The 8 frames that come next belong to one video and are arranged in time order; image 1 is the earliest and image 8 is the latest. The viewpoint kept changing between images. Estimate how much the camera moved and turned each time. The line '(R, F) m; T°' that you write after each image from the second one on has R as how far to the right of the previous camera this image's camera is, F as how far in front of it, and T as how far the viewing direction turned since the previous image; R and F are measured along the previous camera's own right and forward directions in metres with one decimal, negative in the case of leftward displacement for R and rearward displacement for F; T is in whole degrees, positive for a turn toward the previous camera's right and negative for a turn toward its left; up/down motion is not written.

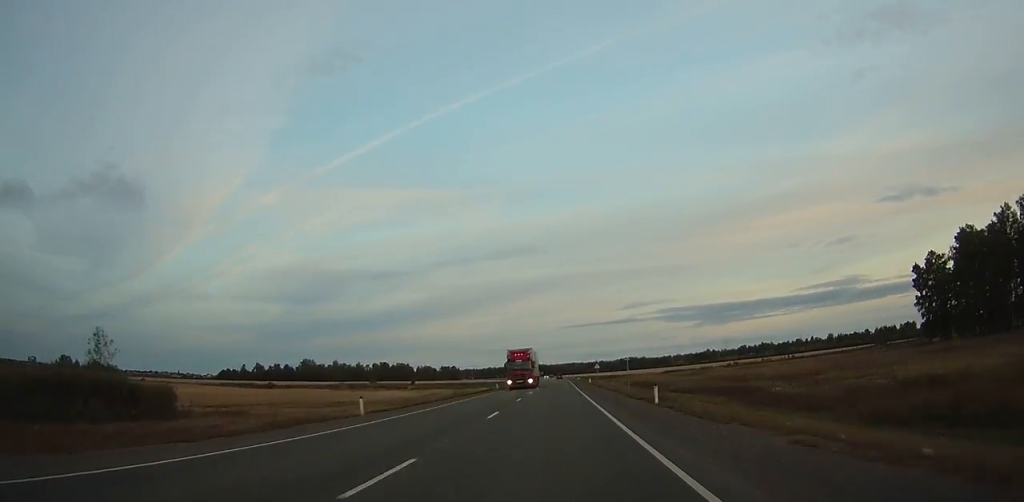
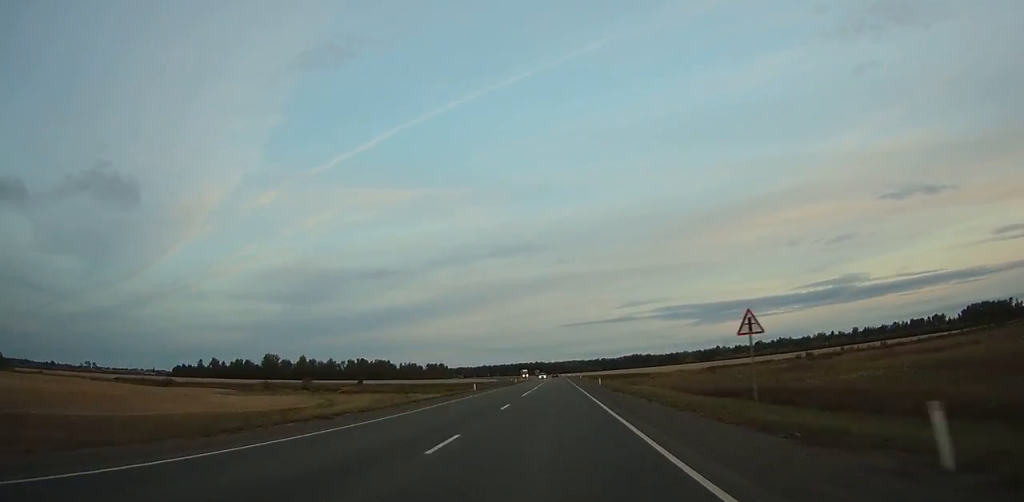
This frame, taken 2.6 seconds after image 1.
(0.0, +67.2) m; 0°
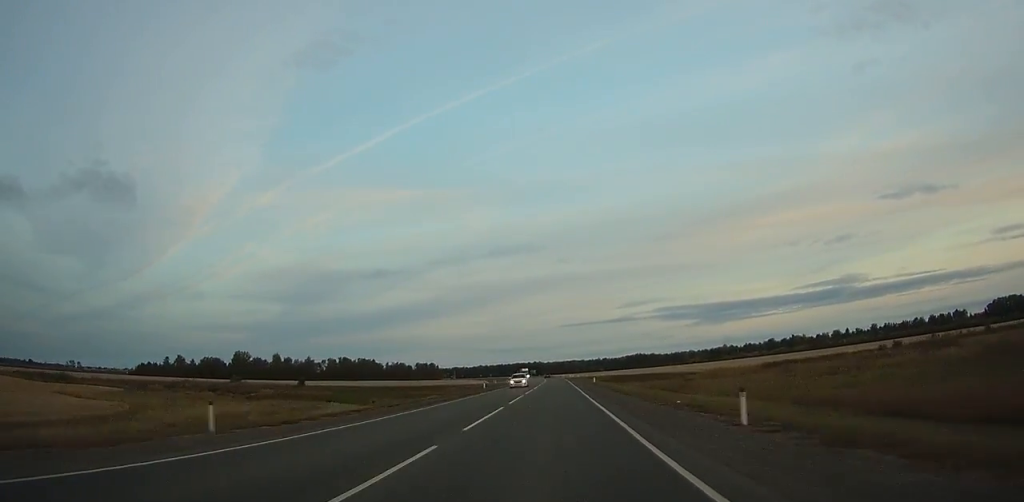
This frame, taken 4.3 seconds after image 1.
(0.0, +44.2) m; 0°
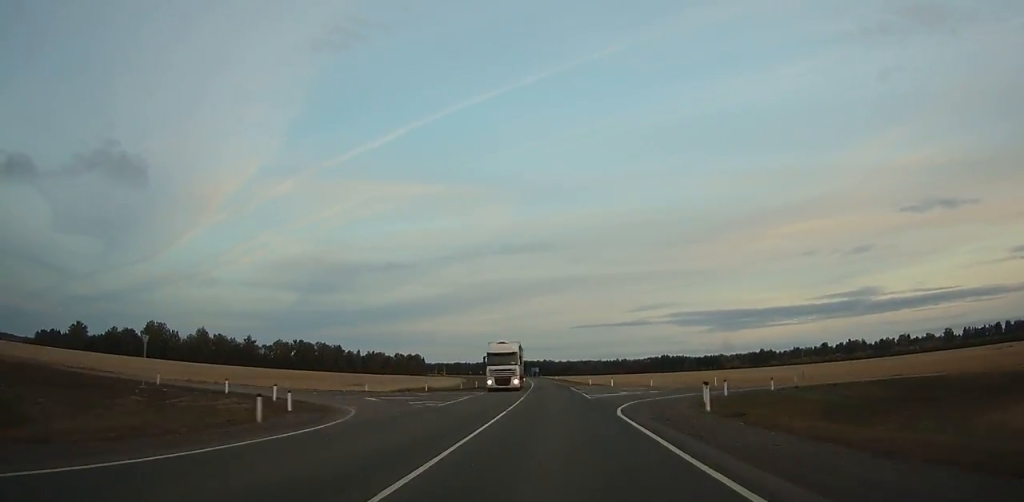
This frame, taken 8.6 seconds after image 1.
(-0.8, +112.1) m; -1°
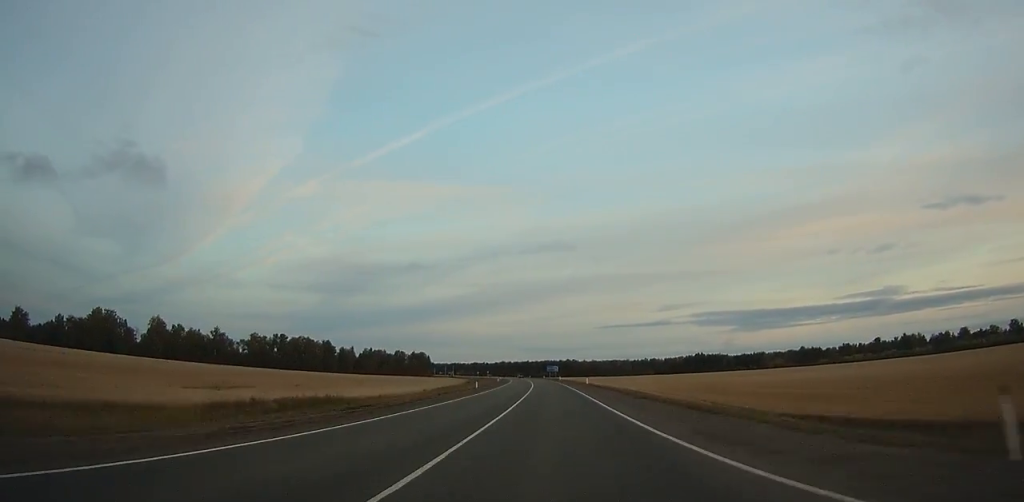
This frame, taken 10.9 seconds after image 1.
(-0.7, +60.4) m; -2°
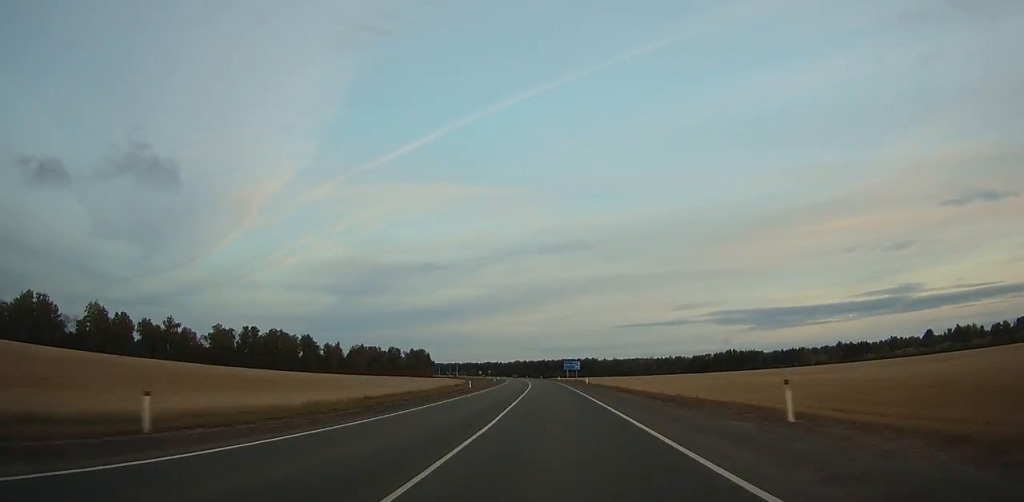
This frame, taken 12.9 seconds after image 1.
(-0.4, +52.8) m; -2°
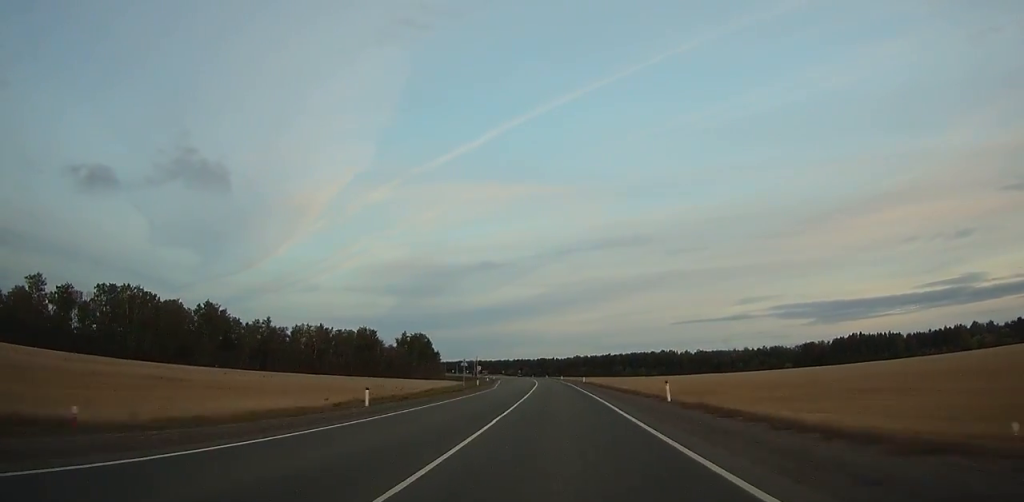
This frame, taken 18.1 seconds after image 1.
(-7.0, +138.9) m; -6°
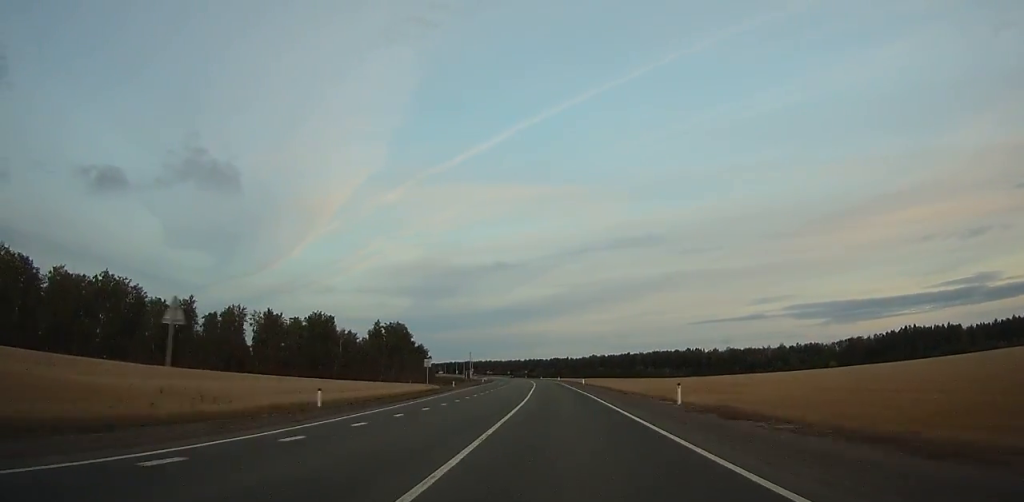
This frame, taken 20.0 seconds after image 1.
(-0.9, +51.3) m; -2°
